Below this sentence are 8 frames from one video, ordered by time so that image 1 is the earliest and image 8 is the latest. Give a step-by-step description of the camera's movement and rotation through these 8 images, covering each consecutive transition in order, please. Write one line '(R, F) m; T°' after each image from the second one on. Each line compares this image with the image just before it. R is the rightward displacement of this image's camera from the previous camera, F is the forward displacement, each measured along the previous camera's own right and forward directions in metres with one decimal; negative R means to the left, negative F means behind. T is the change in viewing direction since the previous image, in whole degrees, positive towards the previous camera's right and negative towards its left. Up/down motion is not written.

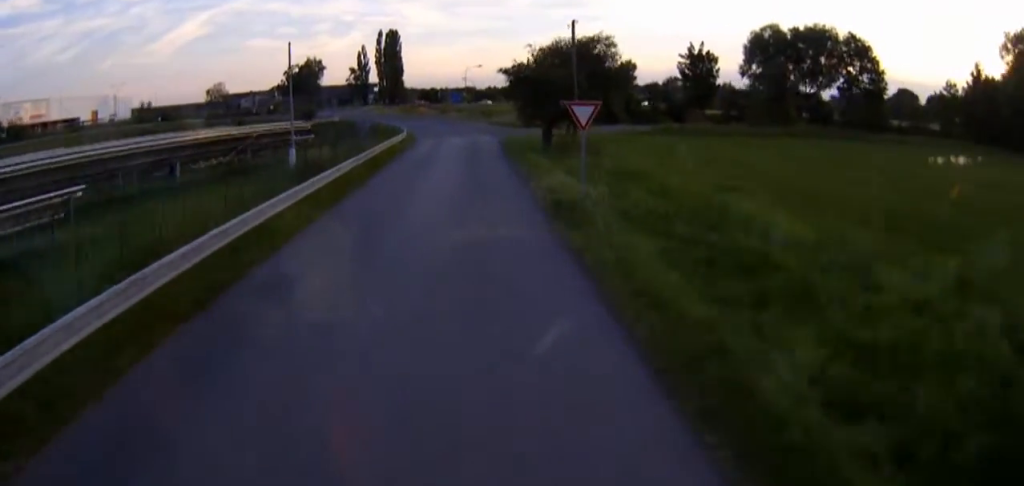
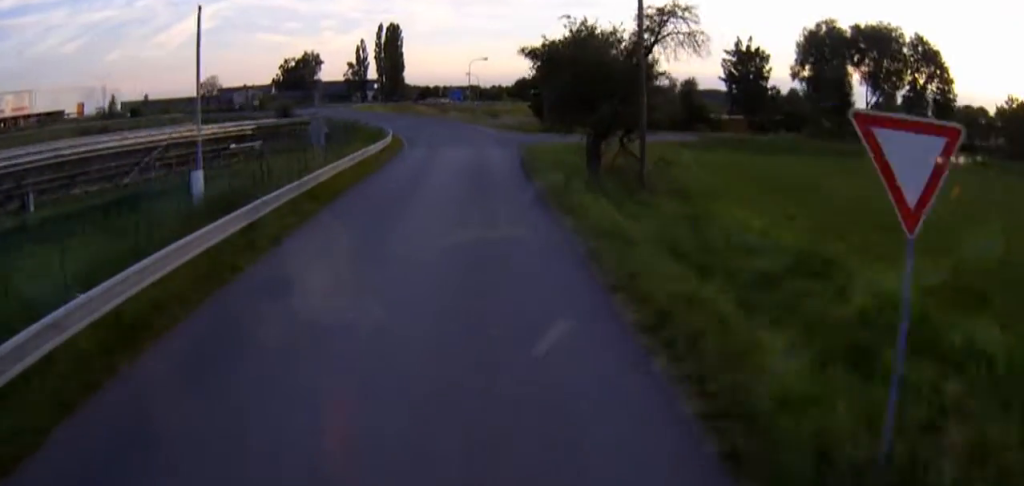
(+0.1, +13.3) m; +1°
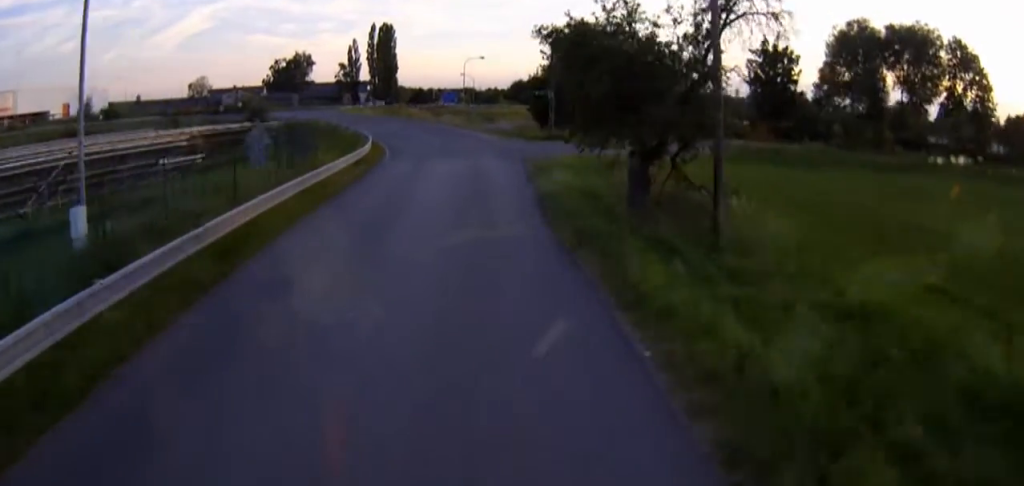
(-0.1, +7.7) m; +1°
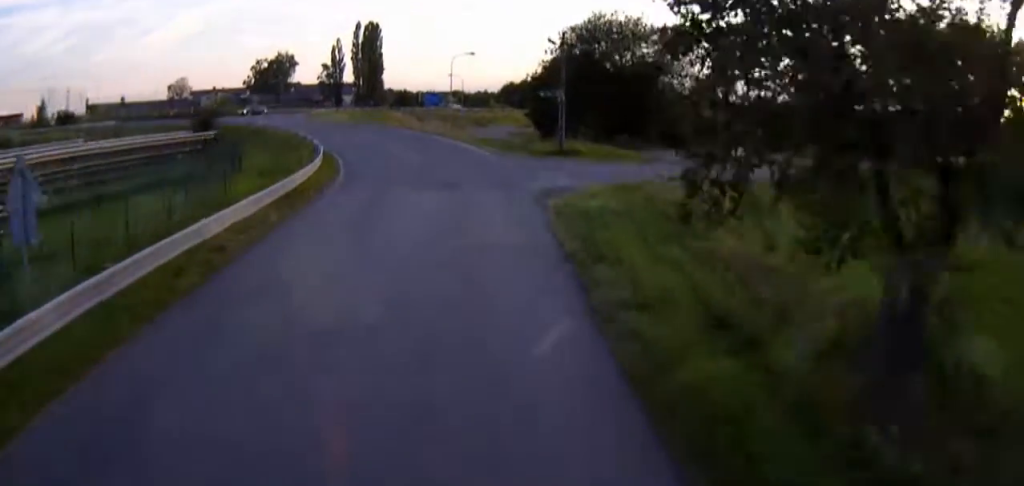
(+0.4, +11.9) m; 0°
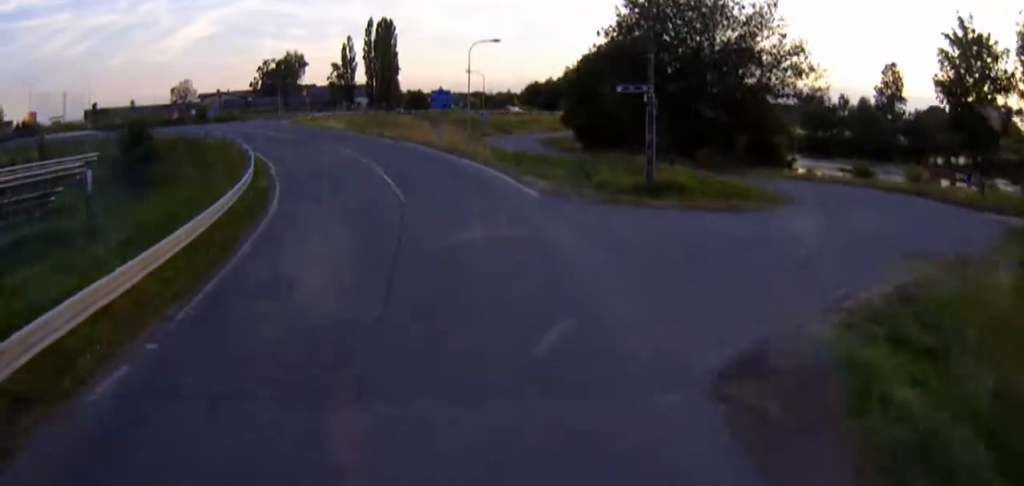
(-0.2, +16.9) m; -2°
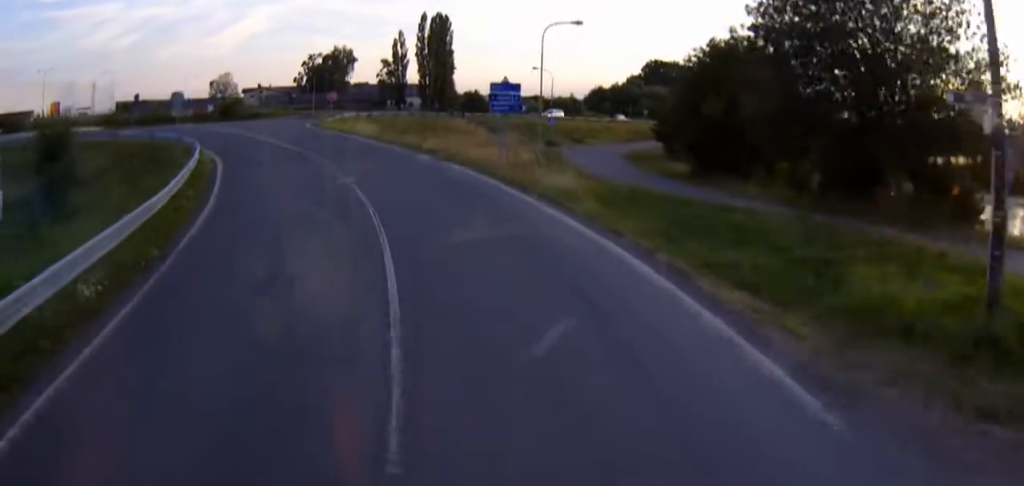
(-0.3, +15.5) m; -1°
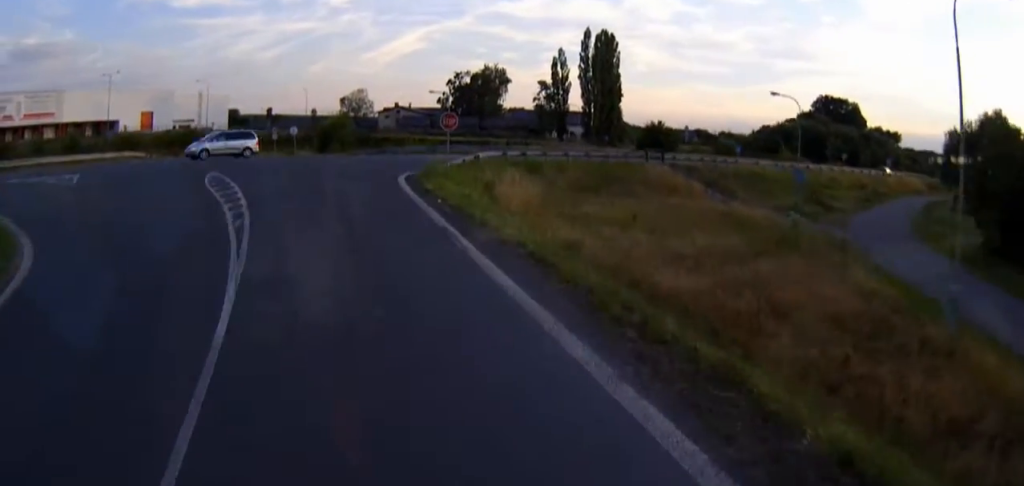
(-0.3, +28.2) m; -8°
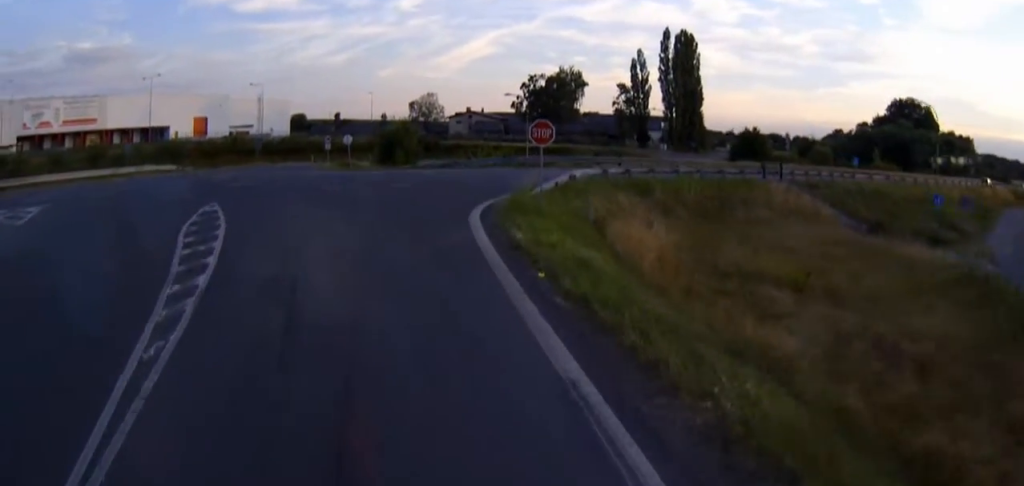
(-0.7, +9.4) m; -10°
